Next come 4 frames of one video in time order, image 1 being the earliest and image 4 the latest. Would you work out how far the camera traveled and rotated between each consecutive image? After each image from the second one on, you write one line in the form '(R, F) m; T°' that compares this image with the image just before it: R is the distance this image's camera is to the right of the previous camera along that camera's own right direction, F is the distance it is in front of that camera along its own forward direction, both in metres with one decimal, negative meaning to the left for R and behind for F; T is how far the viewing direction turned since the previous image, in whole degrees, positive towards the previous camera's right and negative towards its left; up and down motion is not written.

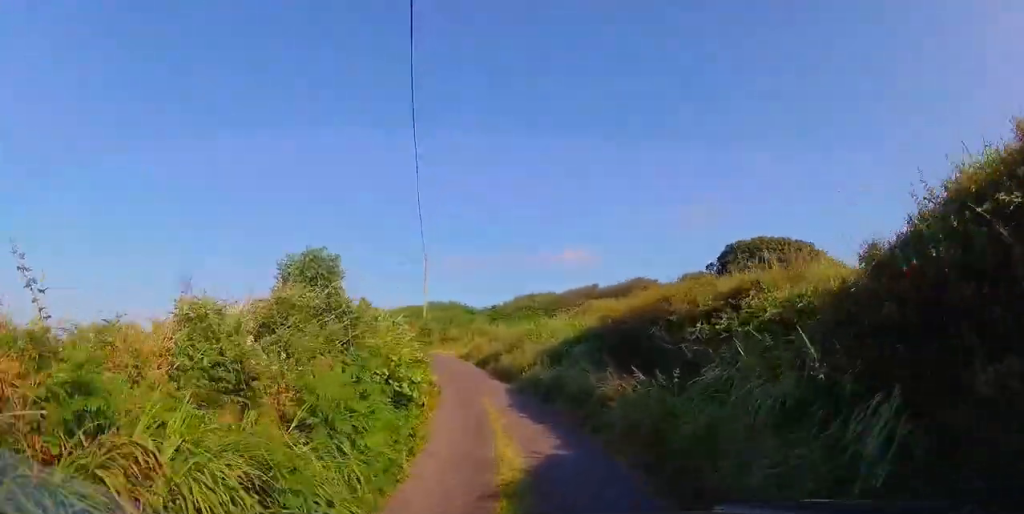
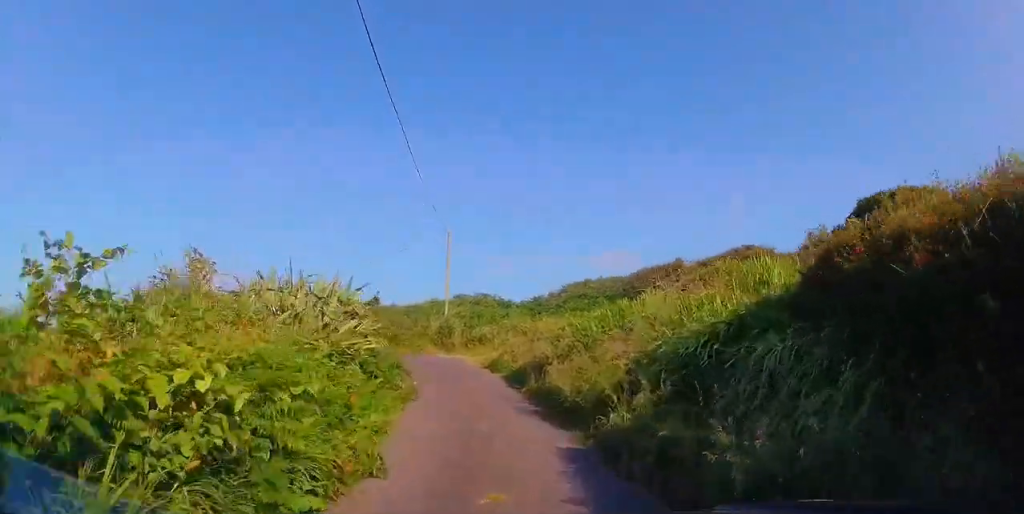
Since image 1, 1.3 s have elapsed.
(-0.4, +9.5) m; -7°
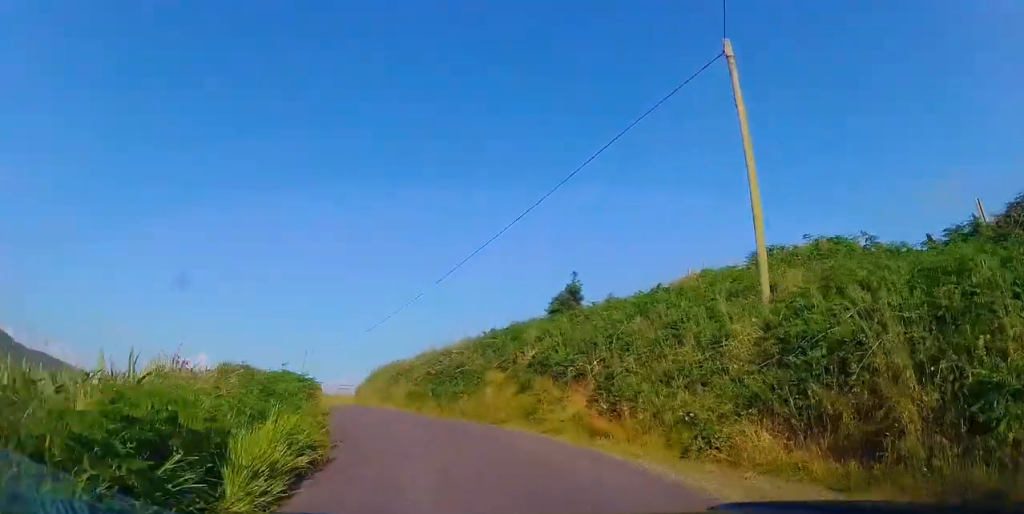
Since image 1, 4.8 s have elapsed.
(-3.6, +22.9) m; -26°
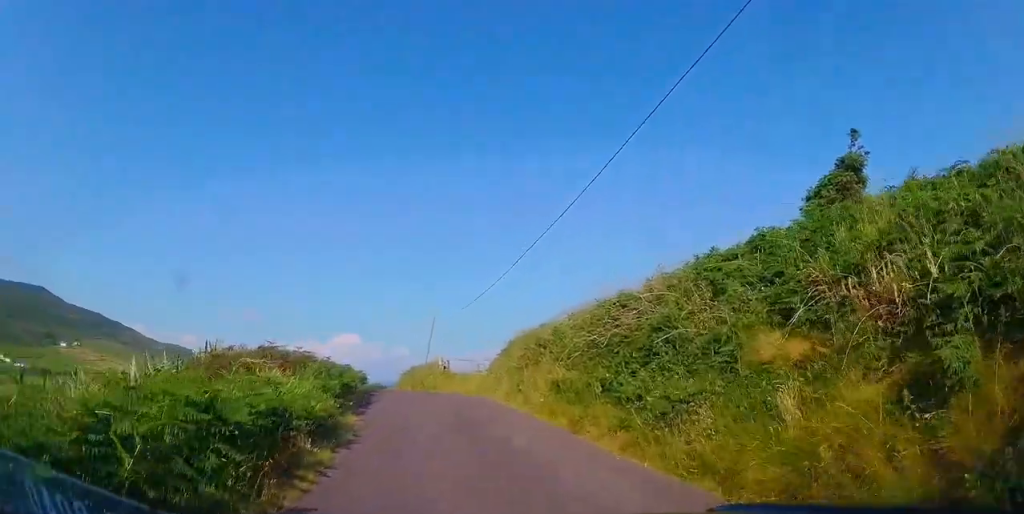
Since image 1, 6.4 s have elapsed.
(-1.1, +10.8) m; -8°
